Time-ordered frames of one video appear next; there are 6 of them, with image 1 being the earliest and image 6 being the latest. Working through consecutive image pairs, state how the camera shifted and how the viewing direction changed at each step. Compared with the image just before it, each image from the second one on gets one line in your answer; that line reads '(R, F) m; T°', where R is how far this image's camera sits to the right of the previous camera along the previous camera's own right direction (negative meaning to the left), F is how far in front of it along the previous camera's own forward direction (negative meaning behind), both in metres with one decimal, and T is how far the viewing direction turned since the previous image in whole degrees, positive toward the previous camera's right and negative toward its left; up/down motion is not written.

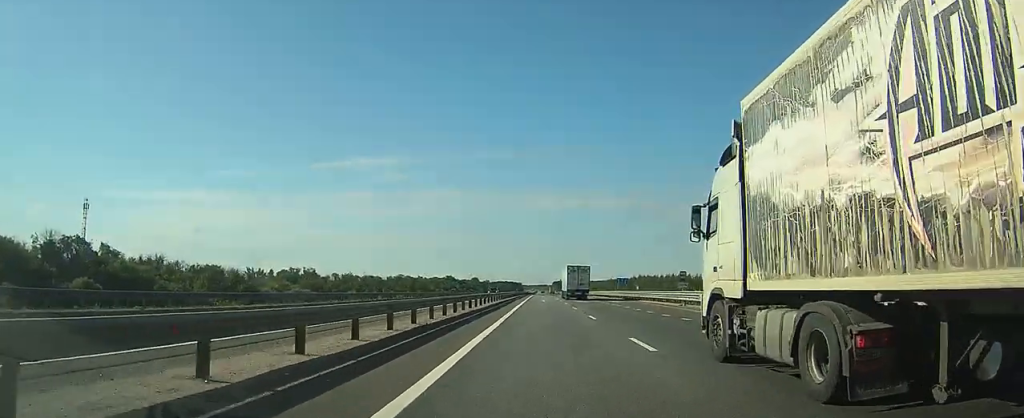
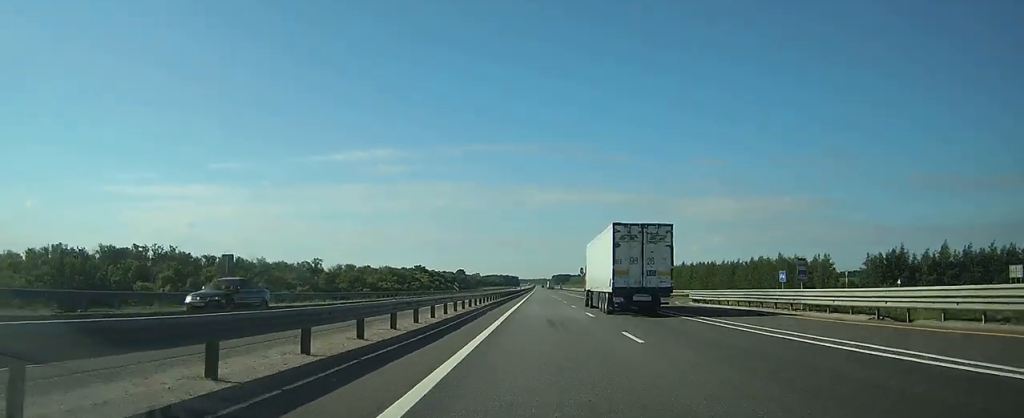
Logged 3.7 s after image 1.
(+0.9, +119.2) m; 0°
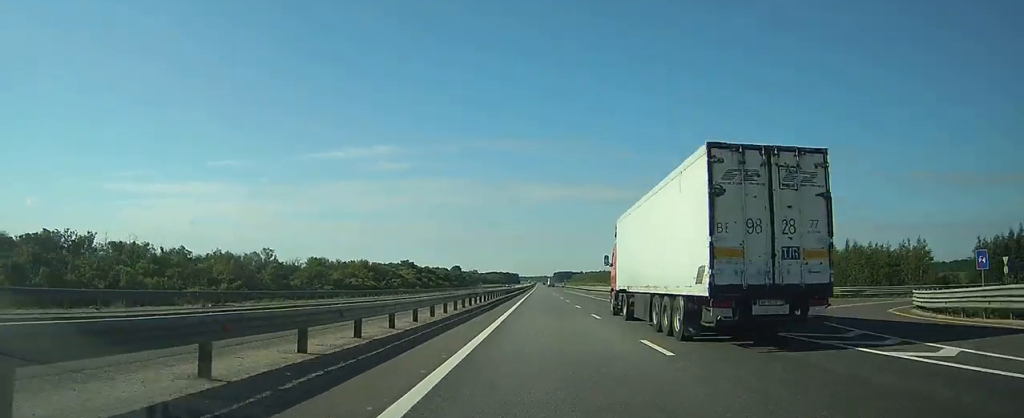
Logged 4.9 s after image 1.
(+0.1, +38.8) m; 0°
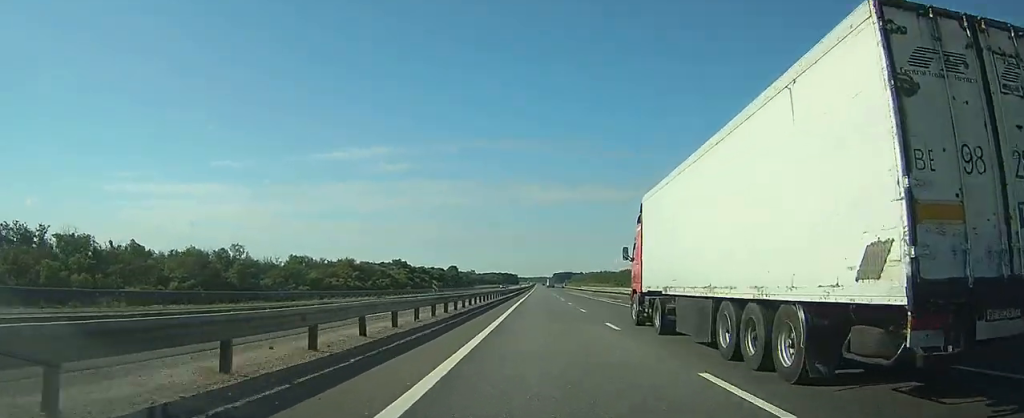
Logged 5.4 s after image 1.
(0.0, +17.3) m; 0°
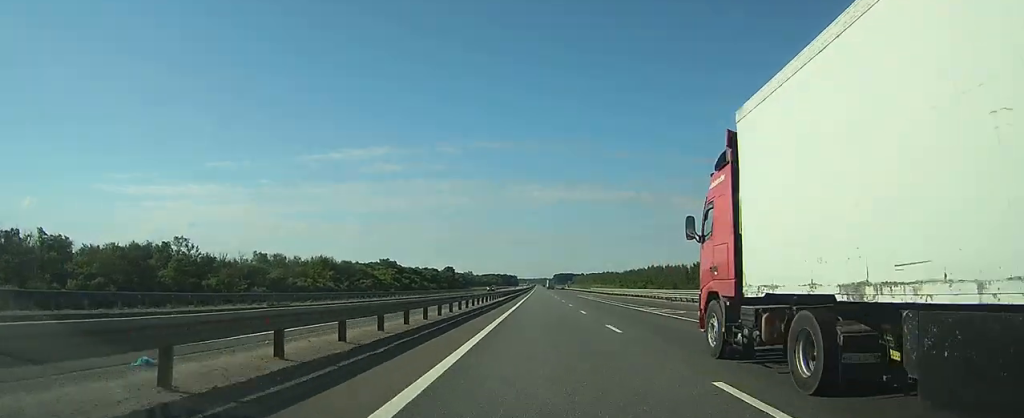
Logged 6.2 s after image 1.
(-0.1, +24.8) m; 0°
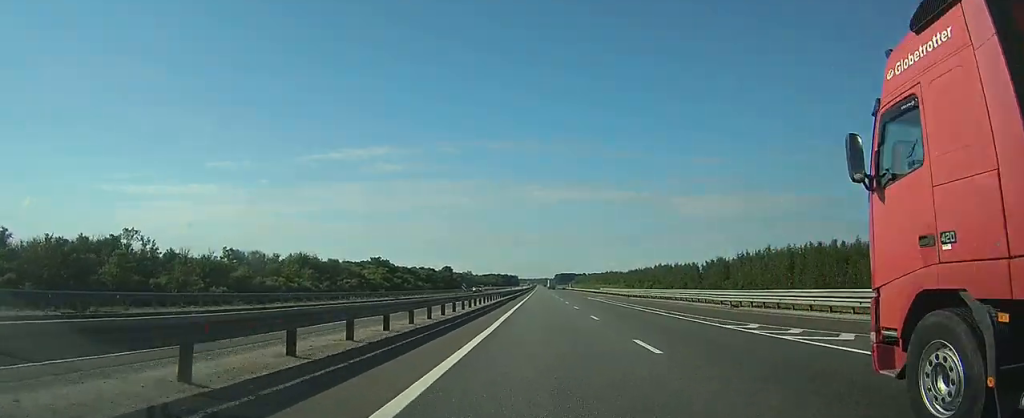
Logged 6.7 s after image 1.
(0.0, +17.3) m; 0°
